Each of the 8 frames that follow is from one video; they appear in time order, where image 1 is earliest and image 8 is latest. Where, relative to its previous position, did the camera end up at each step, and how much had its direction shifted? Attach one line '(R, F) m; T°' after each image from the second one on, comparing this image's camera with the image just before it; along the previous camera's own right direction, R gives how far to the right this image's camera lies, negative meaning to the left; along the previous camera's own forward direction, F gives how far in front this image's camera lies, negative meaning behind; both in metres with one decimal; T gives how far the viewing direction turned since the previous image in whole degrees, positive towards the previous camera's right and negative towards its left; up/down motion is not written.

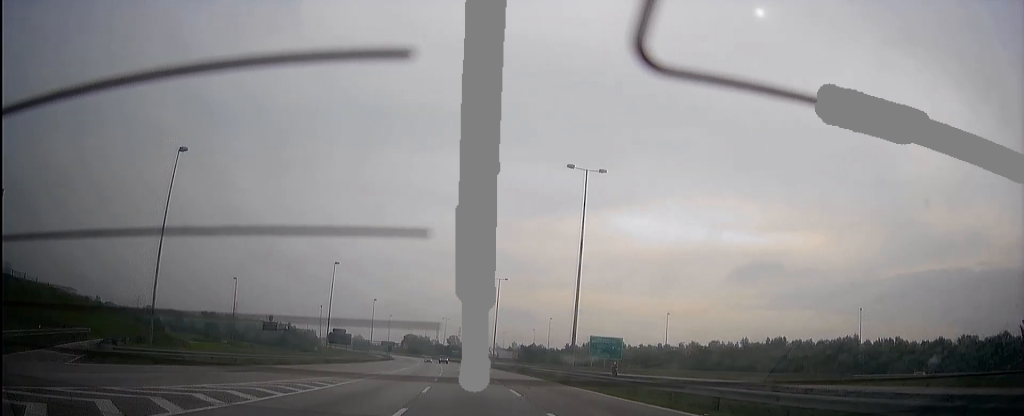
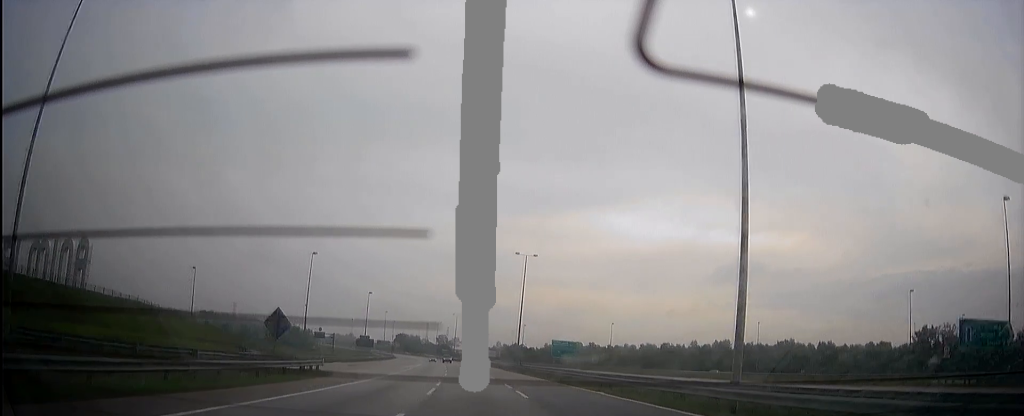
(-0.4, +35.0) m; -1°
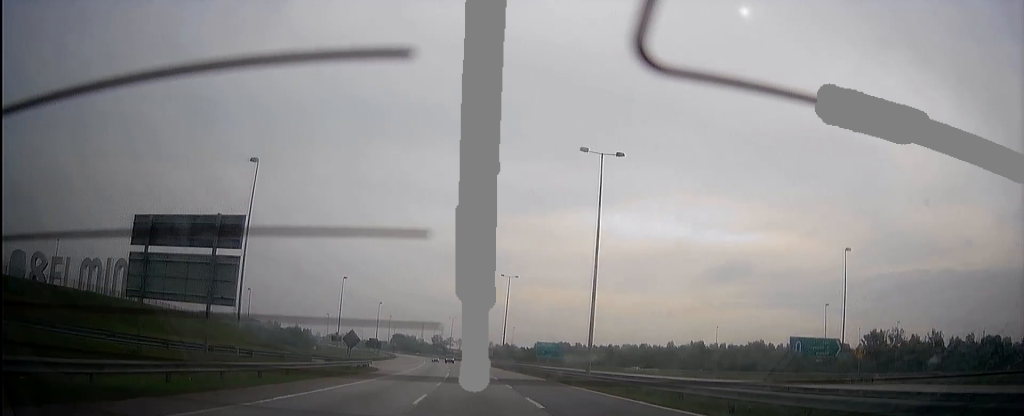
(-0.1, +20.0) m; -1°
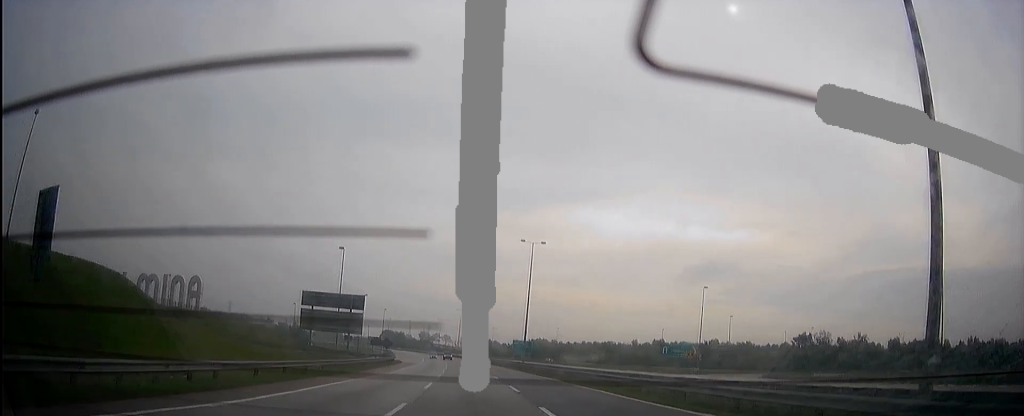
(-0.4, +31.1) m; -1°
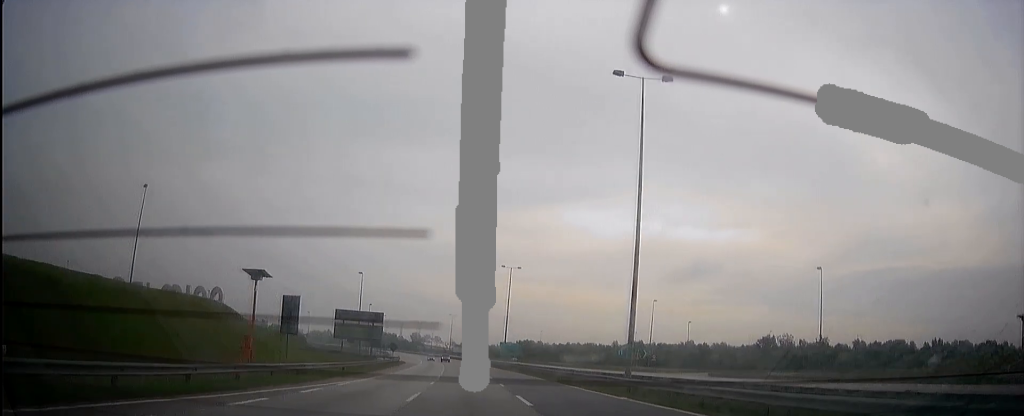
(-0.2, +18.0) m; -1°
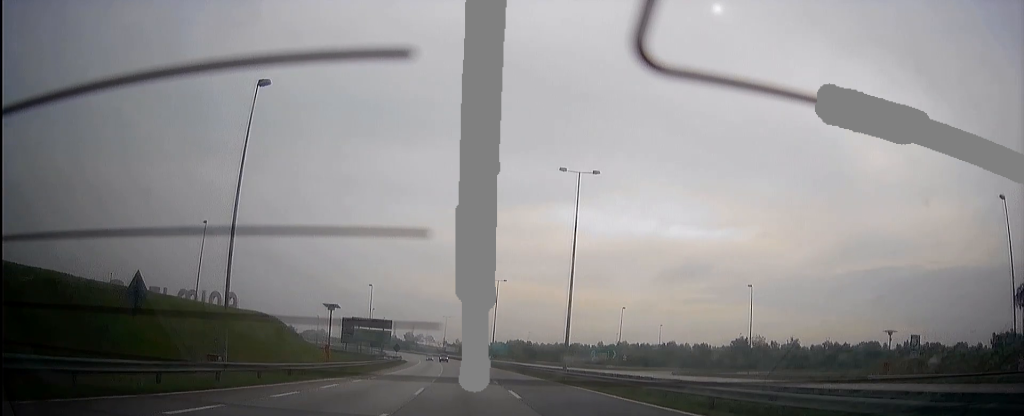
(-0.1, +15.1) m; -1°
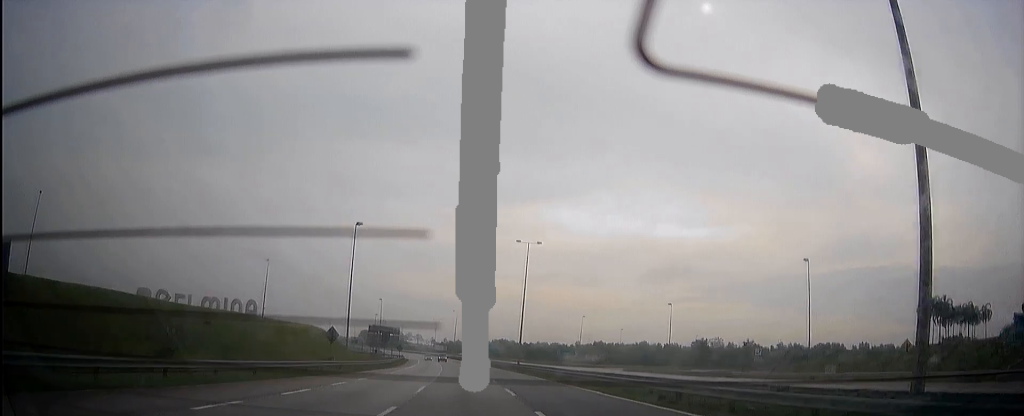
(-0.3, +26.4) m; -1°
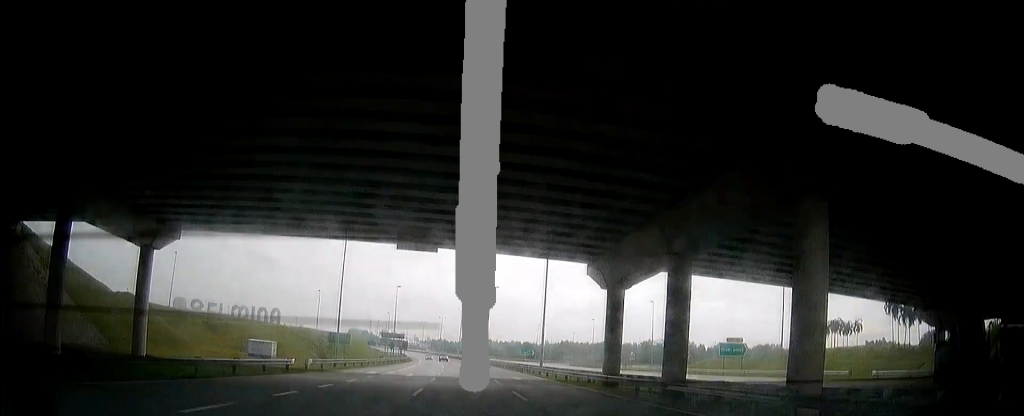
(-0.8, +46.2) m; -2°
